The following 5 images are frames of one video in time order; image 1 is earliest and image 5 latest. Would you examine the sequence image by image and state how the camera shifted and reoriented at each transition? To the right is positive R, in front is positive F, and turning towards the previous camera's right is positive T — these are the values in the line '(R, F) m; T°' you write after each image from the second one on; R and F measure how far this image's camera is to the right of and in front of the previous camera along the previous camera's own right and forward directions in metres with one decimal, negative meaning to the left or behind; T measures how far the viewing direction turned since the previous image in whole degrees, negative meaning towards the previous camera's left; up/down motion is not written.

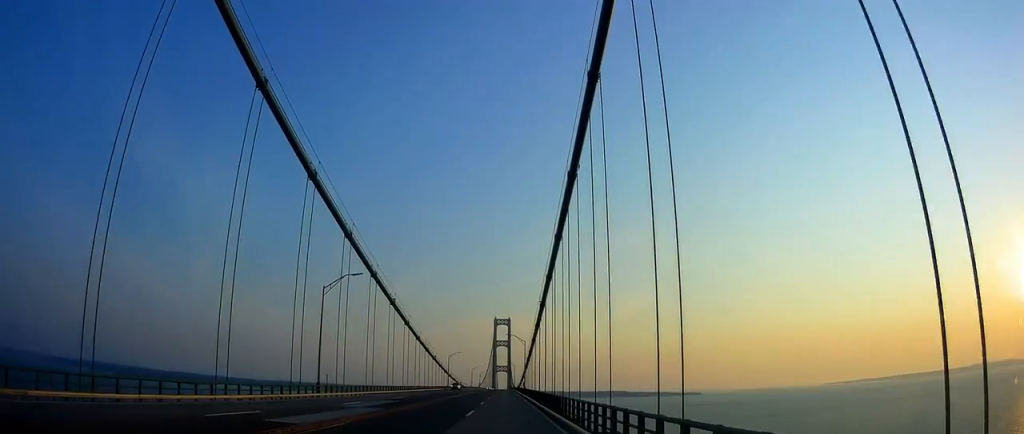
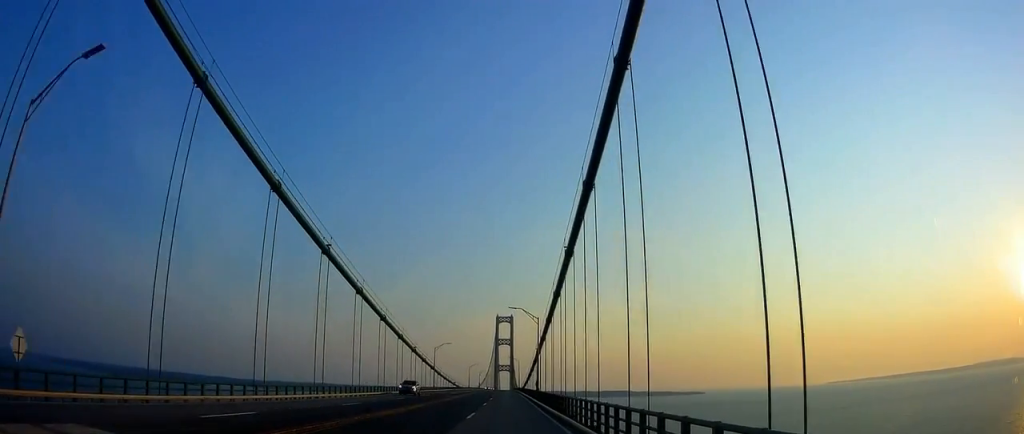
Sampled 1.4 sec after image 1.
(-0.2, +30.9) m; 0°
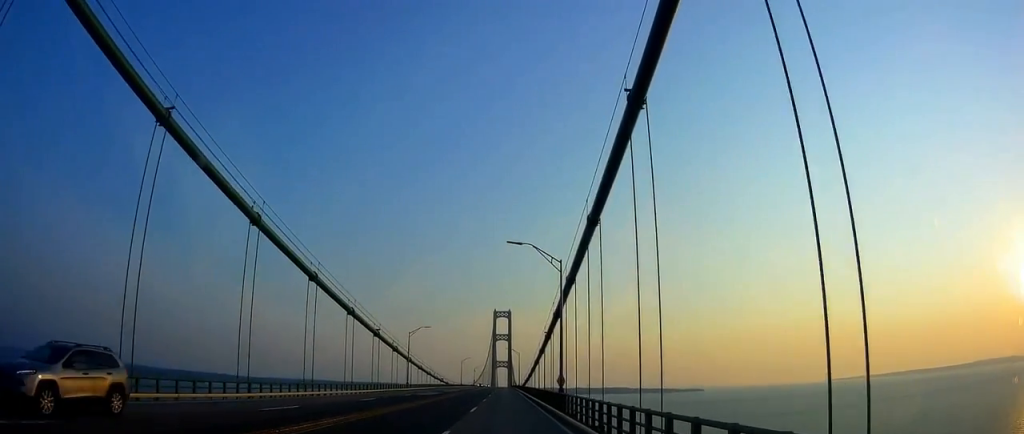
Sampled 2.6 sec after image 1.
(+0.3, +25.7) m; +1°
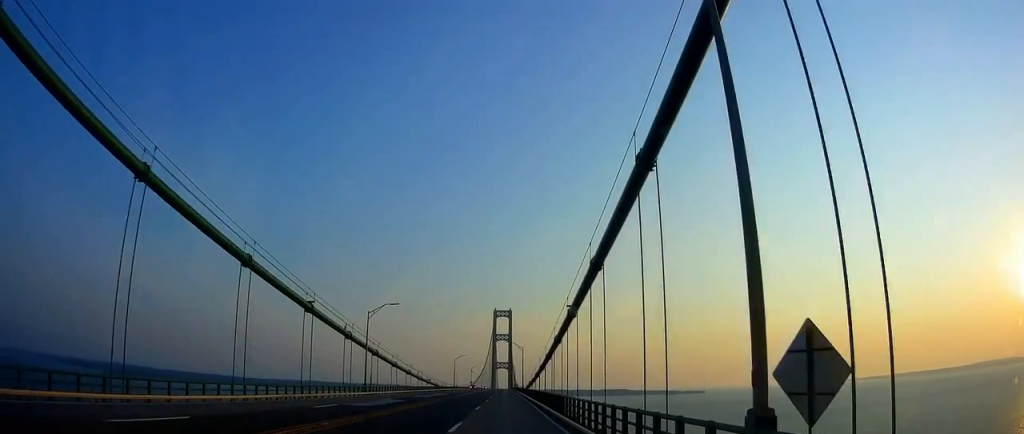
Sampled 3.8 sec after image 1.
(-0.1, +24.2) m; -1°
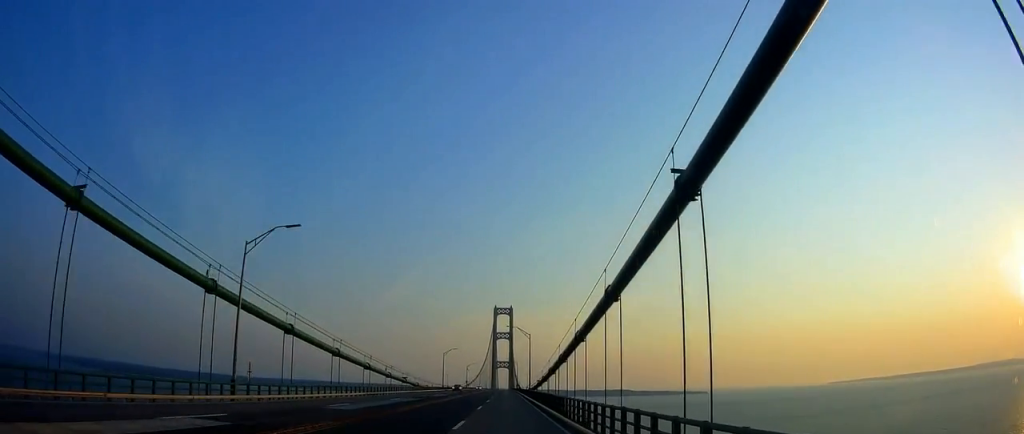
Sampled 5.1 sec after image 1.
(-0.3, +27.6) m; 0°
